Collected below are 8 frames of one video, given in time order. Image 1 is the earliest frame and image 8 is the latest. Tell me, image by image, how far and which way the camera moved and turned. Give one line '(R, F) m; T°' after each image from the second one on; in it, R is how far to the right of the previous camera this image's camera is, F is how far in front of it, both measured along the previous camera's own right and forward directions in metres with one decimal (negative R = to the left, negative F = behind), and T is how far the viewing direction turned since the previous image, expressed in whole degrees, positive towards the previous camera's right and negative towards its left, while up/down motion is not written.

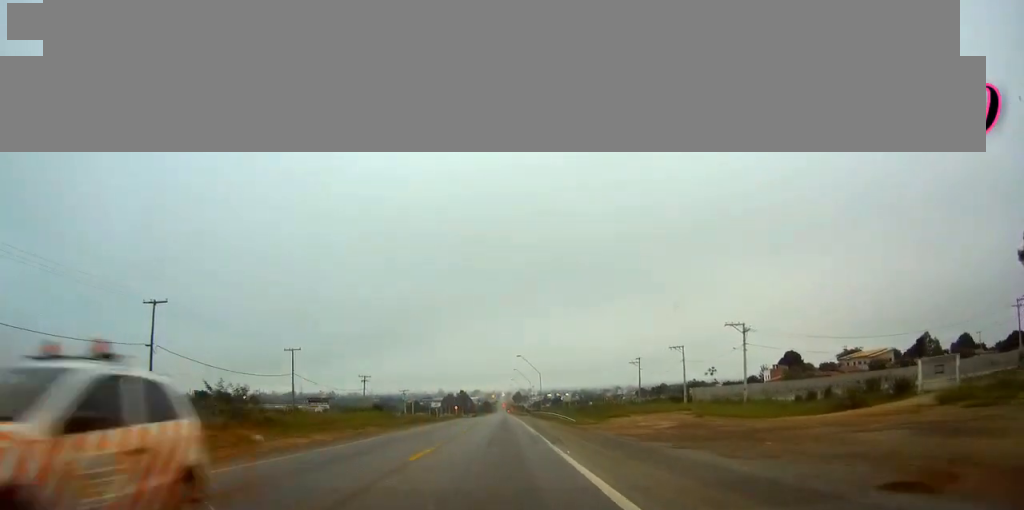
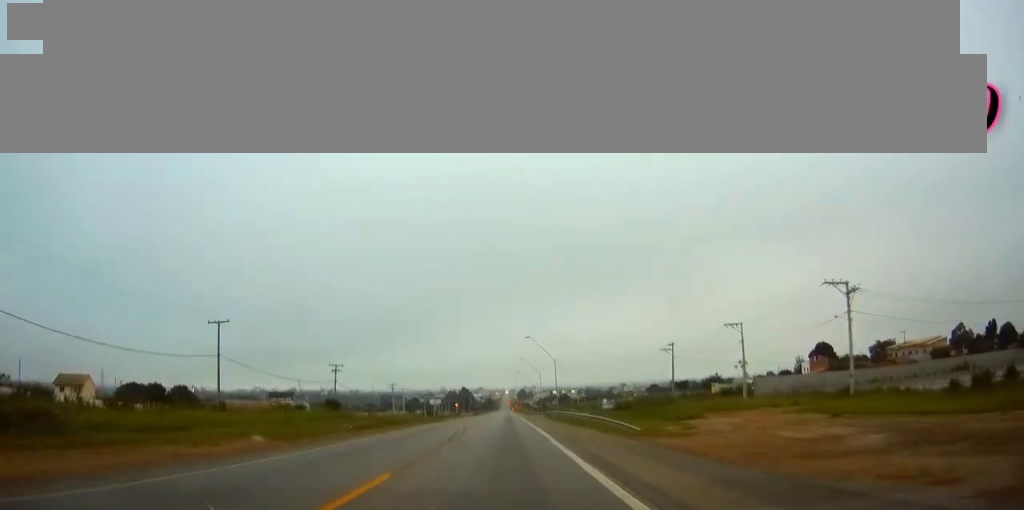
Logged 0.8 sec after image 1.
(0.0, +25.4) m; 0°
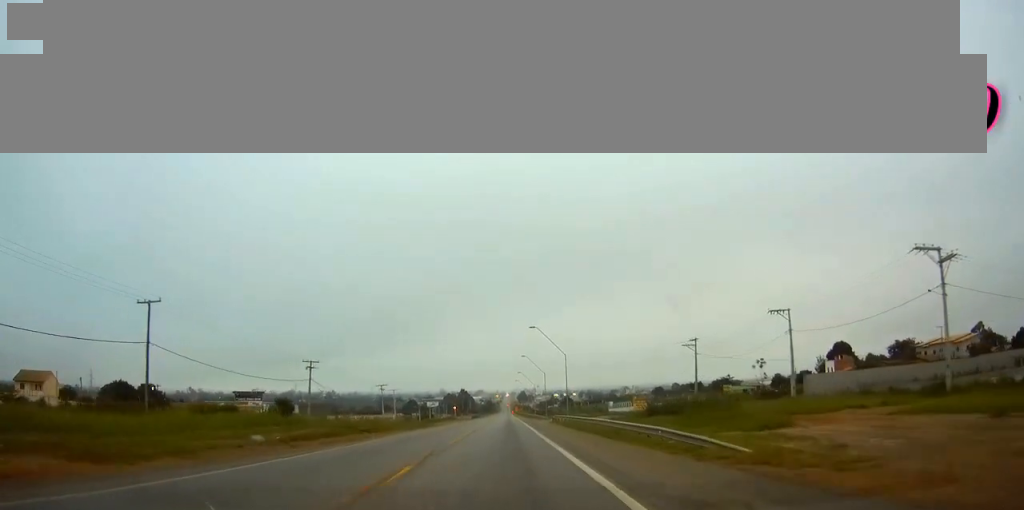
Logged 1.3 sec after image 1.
(0.0, +14.2) m; 0°
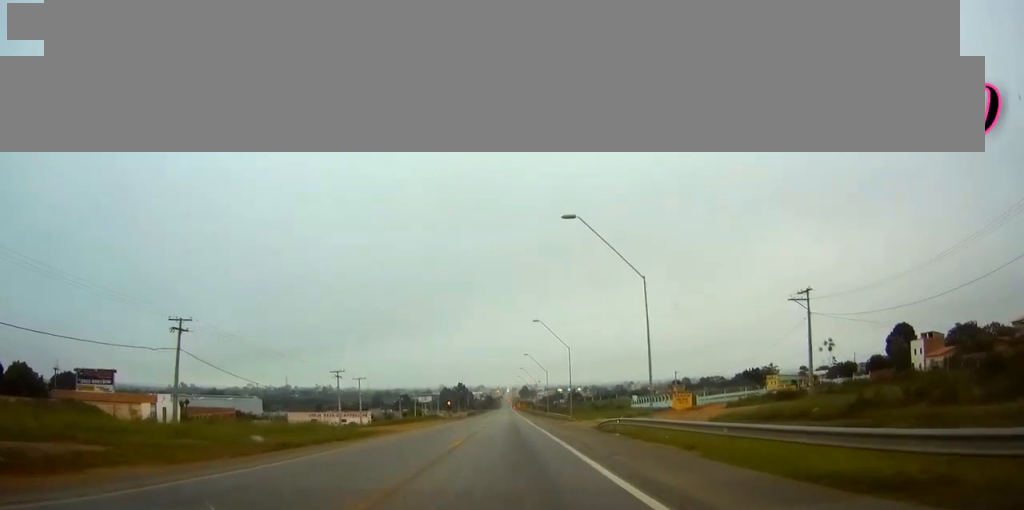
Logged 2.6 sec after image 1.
(0.0, +39.9) m; 0°
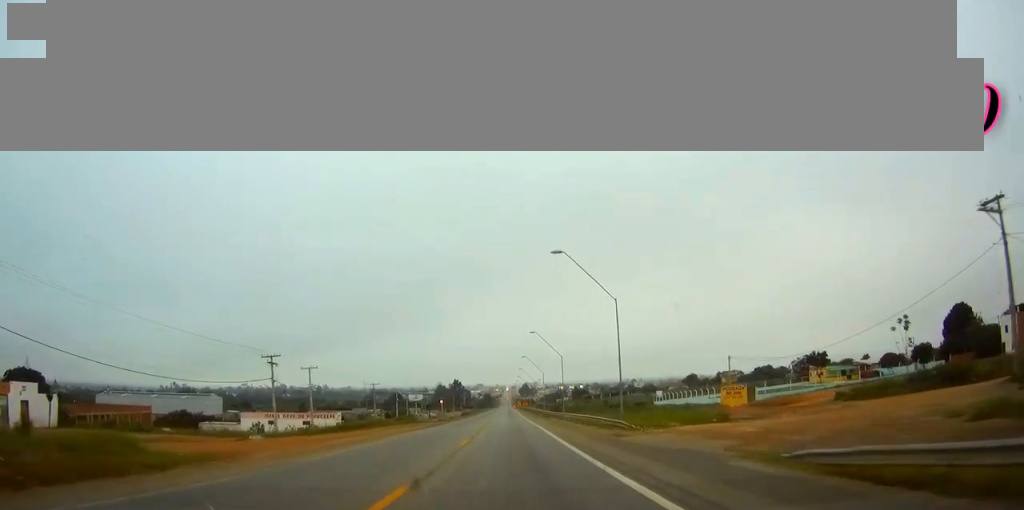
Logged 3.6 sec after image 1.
(+0.1, +30.9) m; 0°
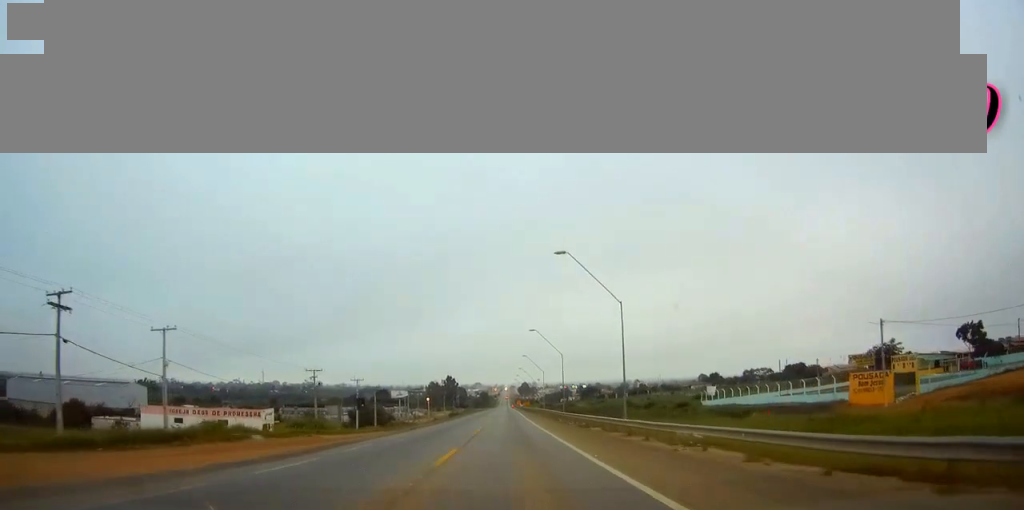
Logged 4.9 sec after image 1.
(0.0, +41.4) m; 0°
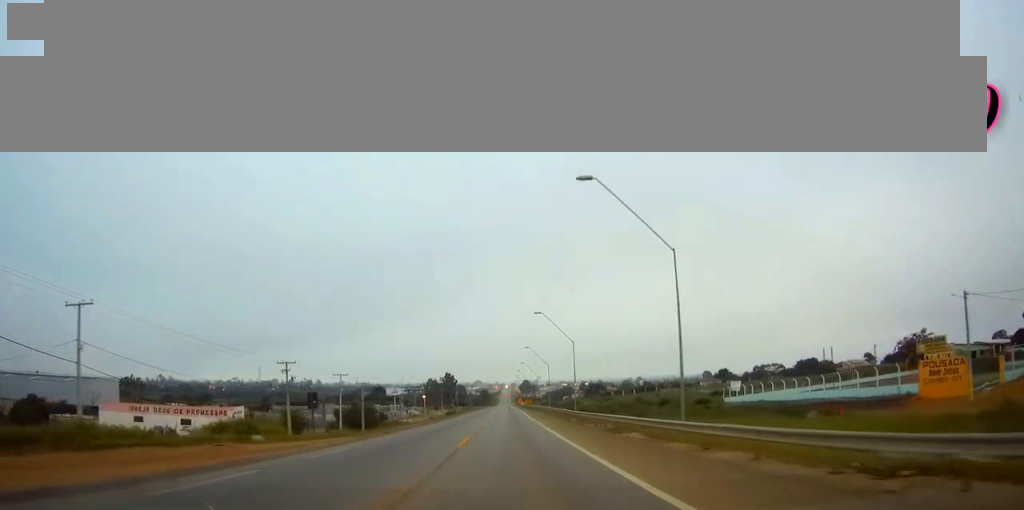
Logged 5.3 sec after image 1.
(0.0, +12.4) m; 0°
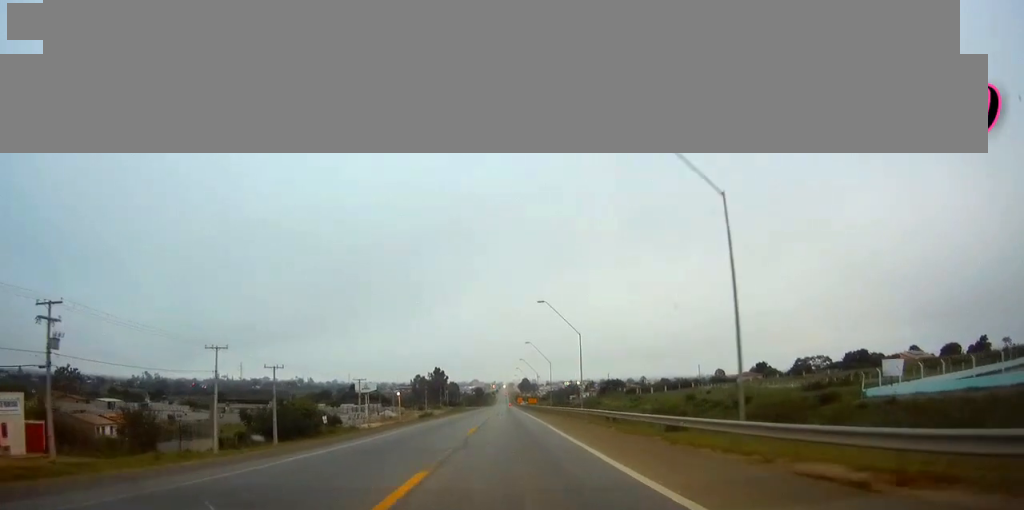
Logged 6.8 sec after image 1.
(+0.2, +46.5) m; 0°
